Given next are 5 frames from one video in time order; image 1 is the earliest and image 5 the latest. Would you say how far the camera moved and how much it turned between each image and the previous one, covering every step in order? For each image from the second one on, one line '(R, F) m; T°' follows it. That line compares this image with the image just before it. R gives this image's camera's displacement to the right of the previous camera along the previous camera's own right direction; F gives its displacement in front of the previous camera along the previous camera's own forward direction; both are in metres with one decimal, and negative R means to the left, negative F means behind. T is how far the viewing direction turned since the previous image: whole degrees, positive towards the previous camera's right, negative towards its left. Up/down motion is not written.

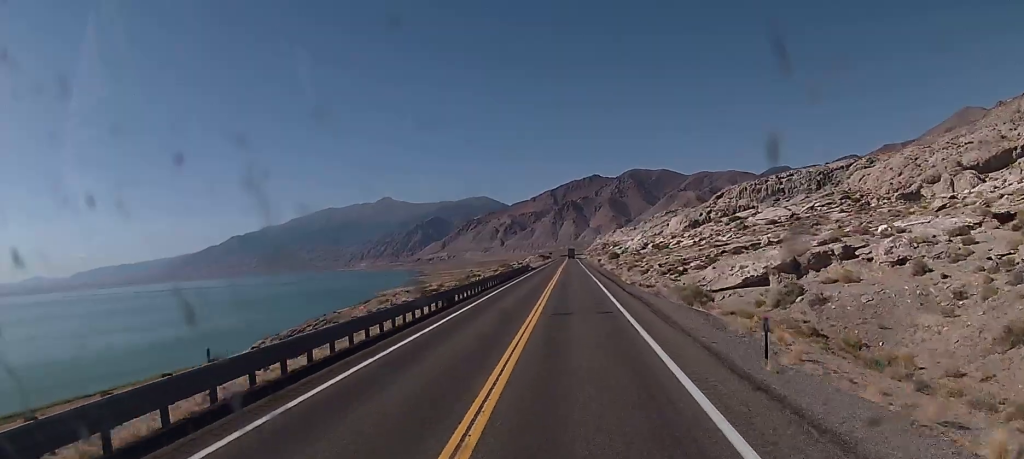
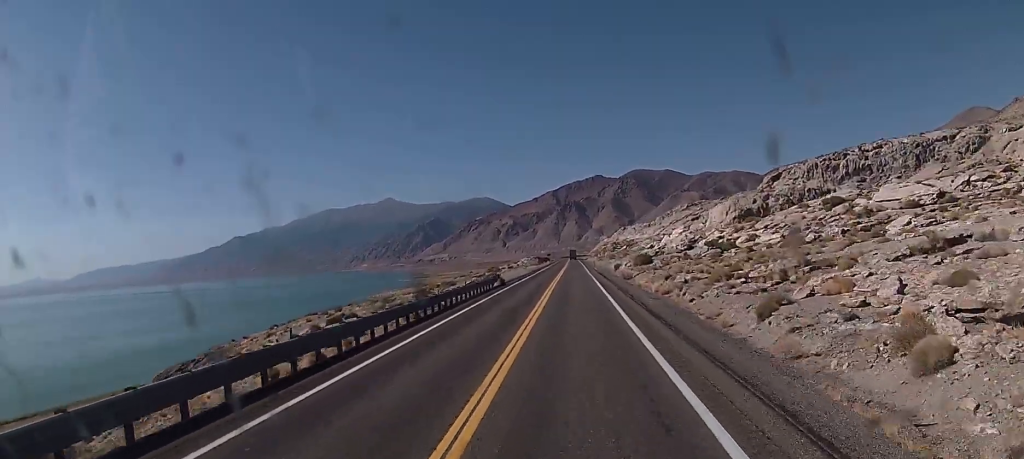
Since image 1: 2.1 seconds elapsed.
(-0.1, +57.4) m; 0°
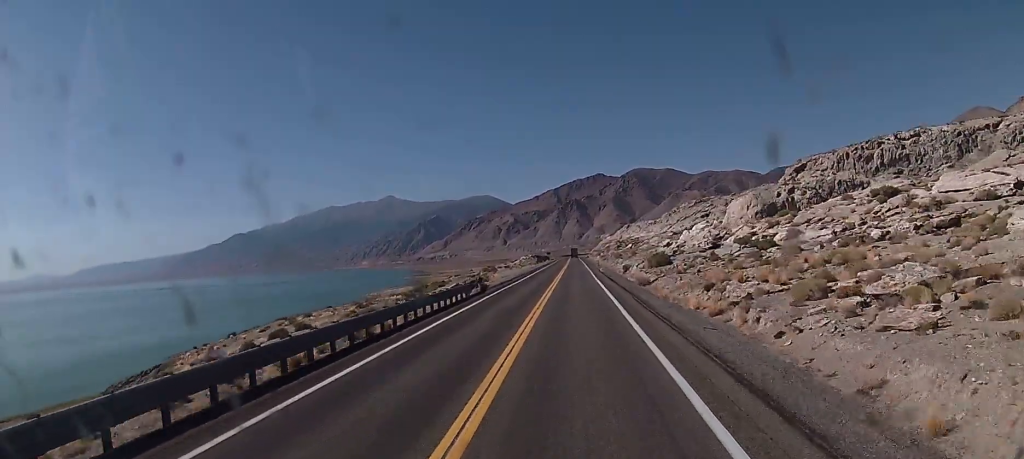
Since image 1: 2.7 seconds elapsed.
(0.0, +16.0) m; 0°
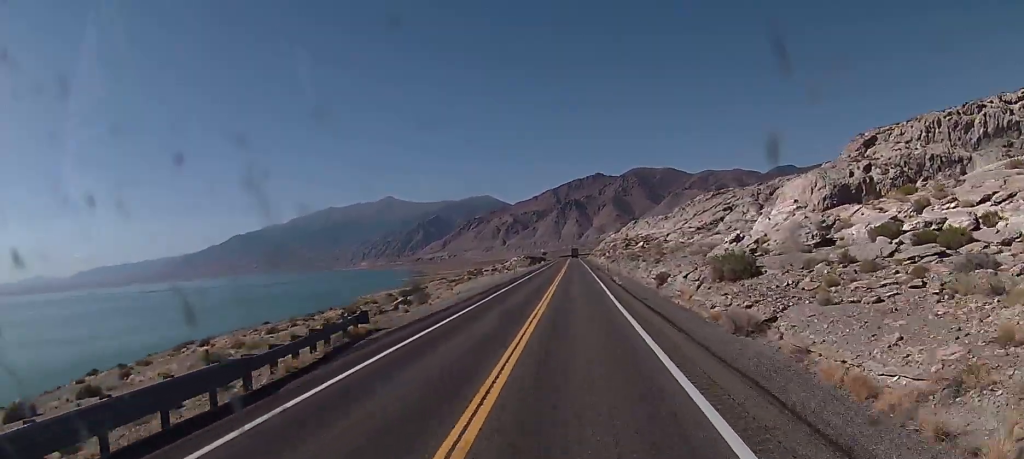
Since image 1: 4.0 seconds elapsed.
(0.0, +34.7) m; 0°
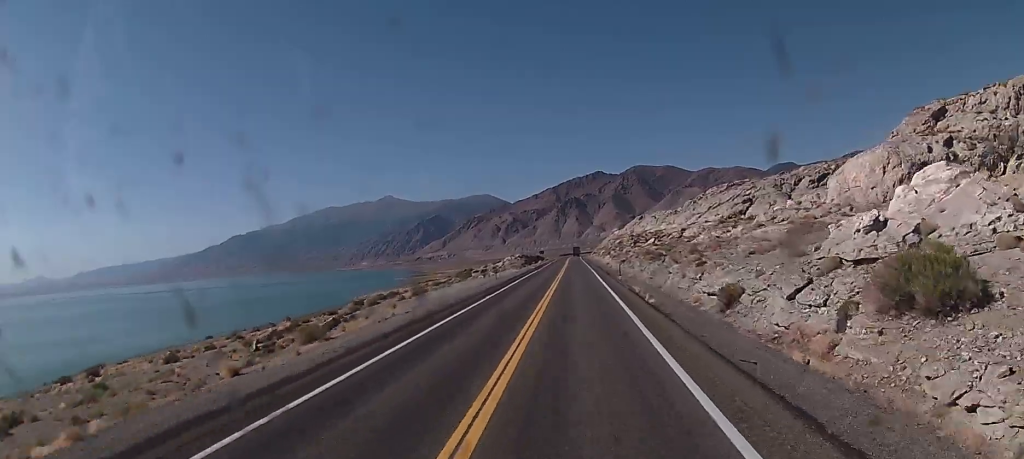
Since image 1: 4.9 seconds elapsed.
(0.0, +22.2) m; 0°
